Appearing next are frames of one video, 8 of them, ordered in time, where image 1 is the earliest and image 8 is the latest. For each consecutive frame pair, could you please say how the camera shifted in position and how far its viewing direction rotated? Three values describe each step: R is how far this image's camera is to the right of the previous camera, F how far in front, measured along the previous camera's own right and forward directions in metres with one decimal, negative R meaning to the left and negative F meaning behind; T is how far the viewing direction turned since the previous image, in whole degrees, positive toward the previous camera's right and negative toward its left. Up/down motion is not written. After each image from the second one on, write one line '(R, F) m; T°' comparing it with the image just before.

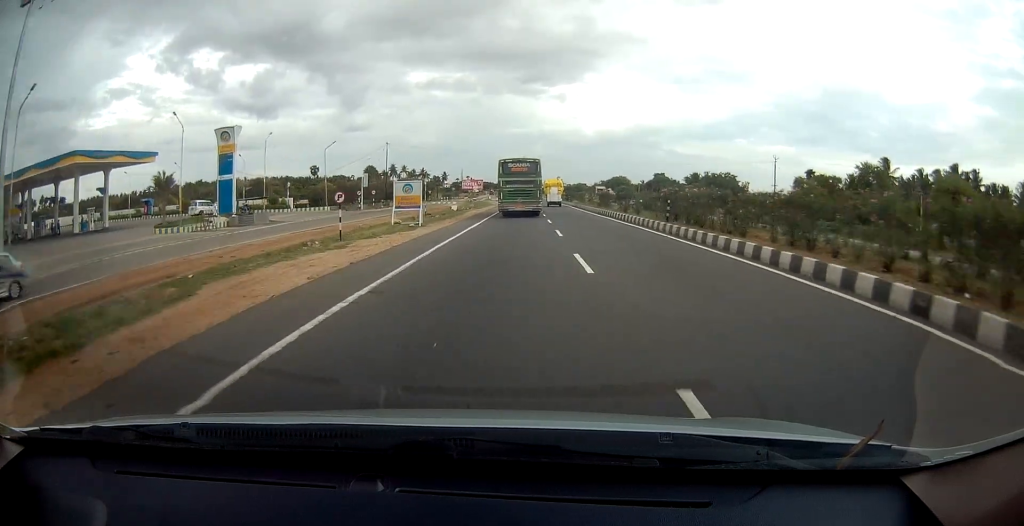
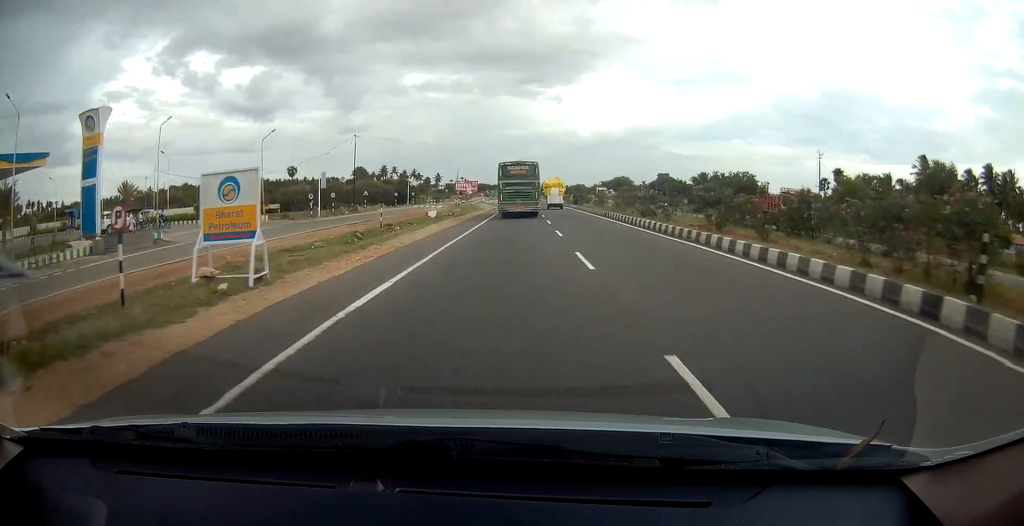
(0.0, +17.2) m; 0°
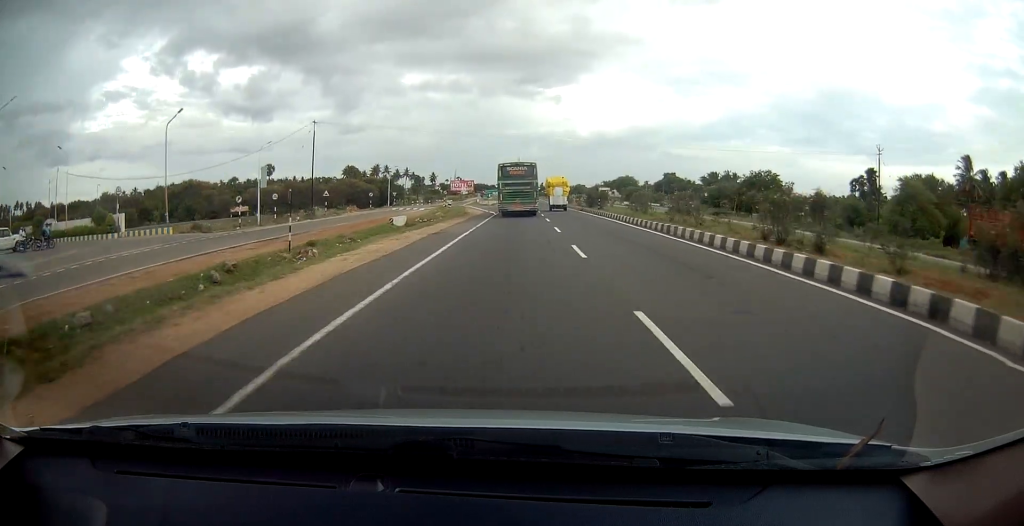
(-0.1, +16.2) m; 0°
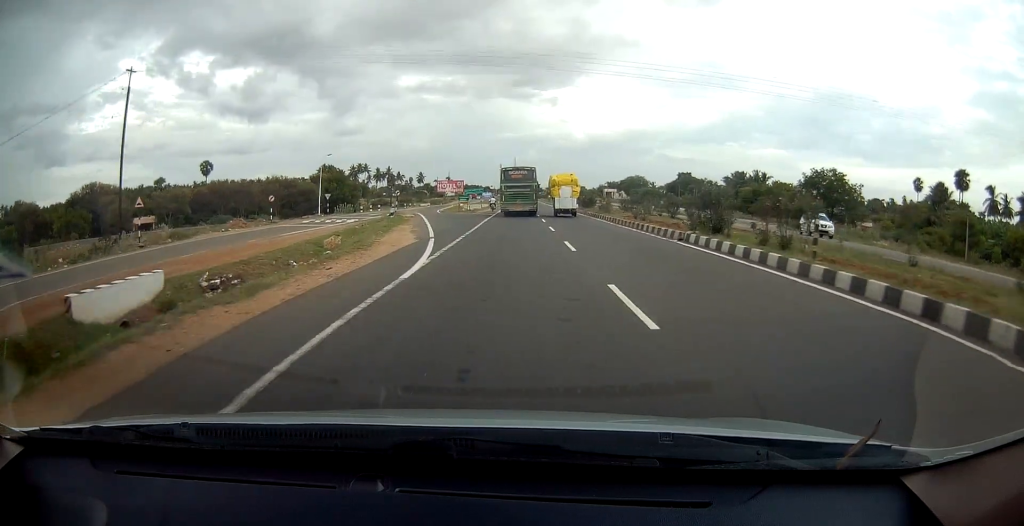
(+0.2, +33.8) m; 0°
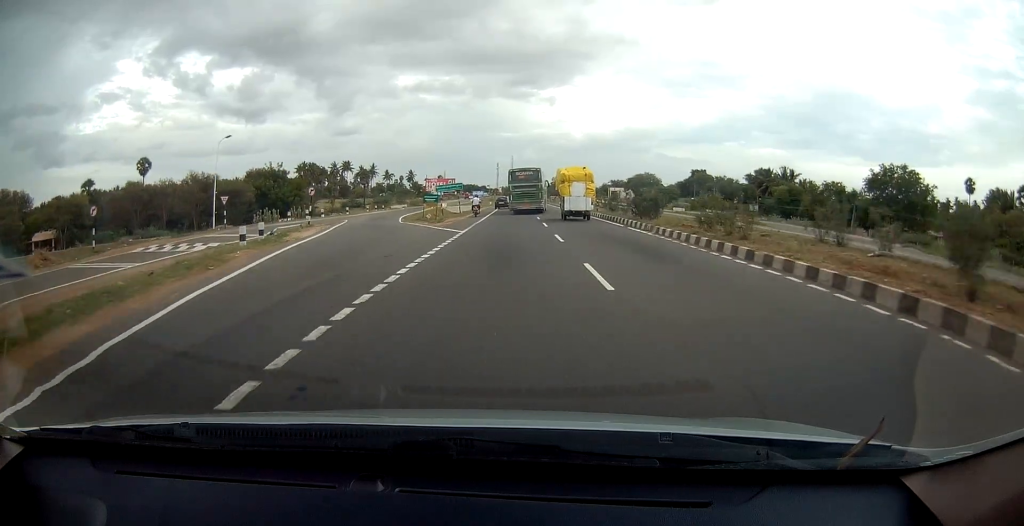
(0.0, +24.1) m; 0°
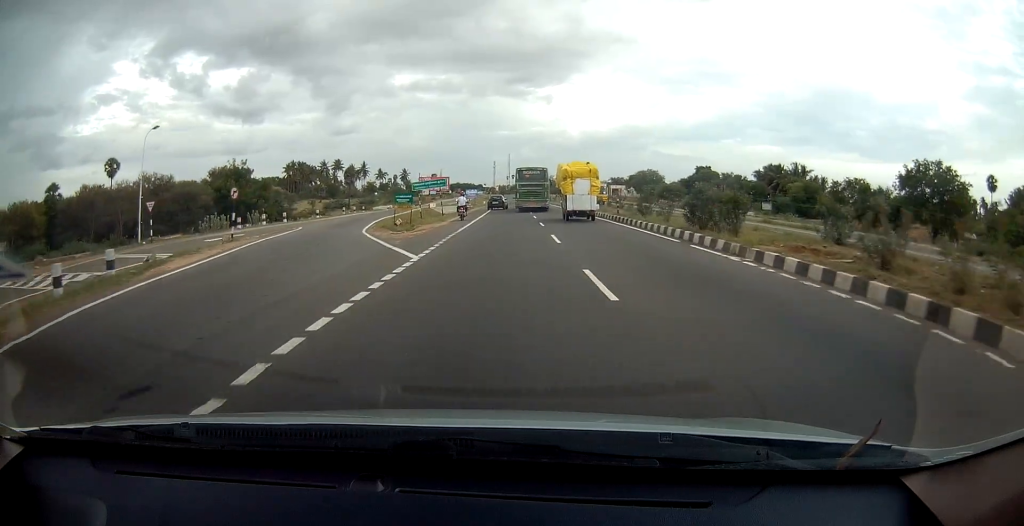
(0.0, +9.6) m; 0°
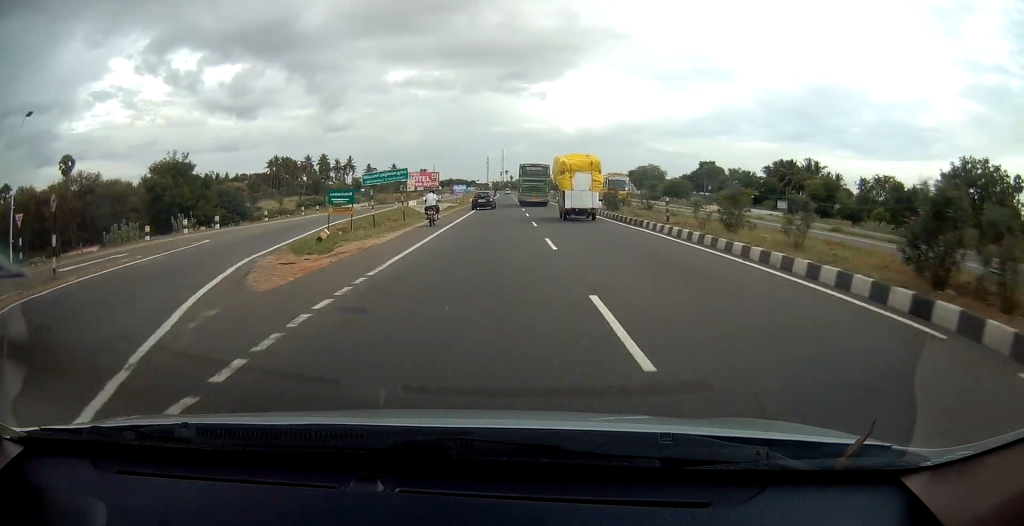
(0.0, +11.9) m; 0°
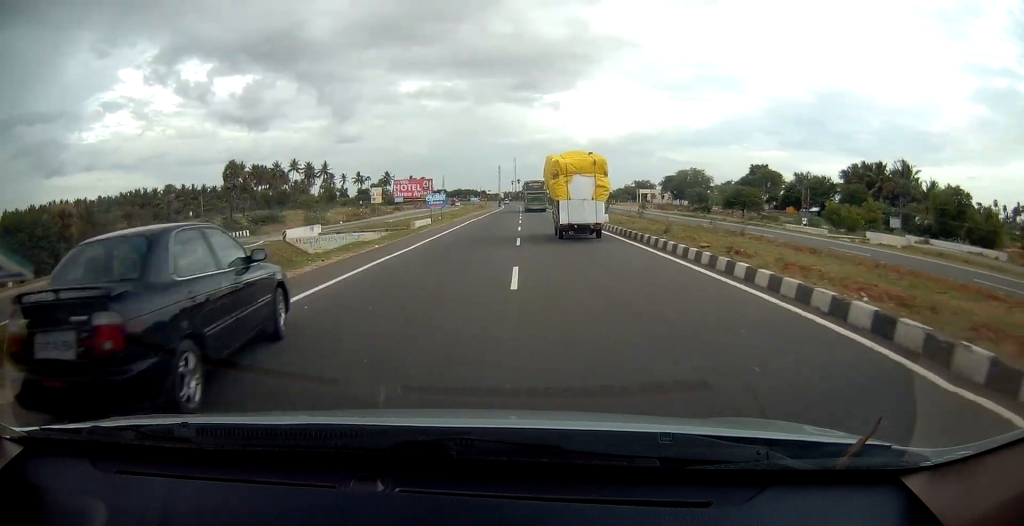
(+0.4, +43.2) m; 0°
